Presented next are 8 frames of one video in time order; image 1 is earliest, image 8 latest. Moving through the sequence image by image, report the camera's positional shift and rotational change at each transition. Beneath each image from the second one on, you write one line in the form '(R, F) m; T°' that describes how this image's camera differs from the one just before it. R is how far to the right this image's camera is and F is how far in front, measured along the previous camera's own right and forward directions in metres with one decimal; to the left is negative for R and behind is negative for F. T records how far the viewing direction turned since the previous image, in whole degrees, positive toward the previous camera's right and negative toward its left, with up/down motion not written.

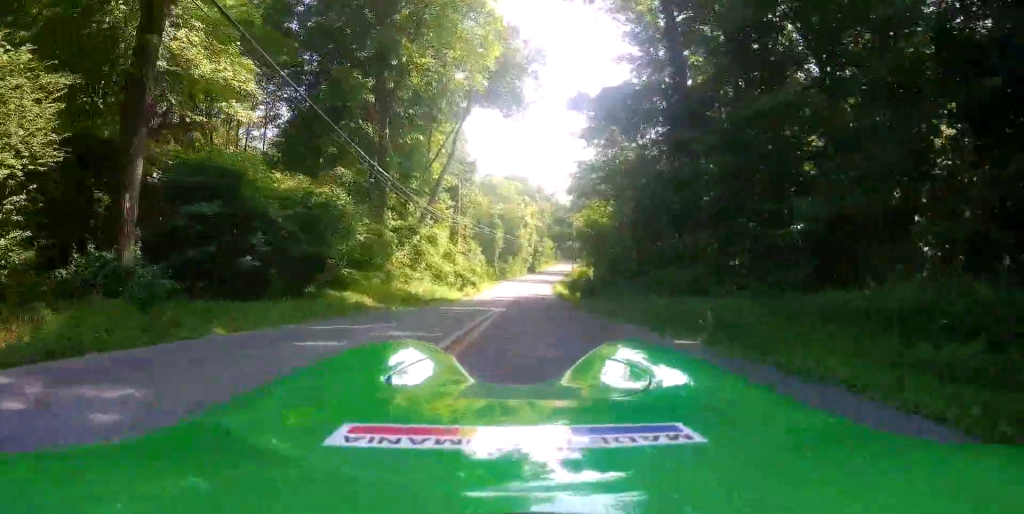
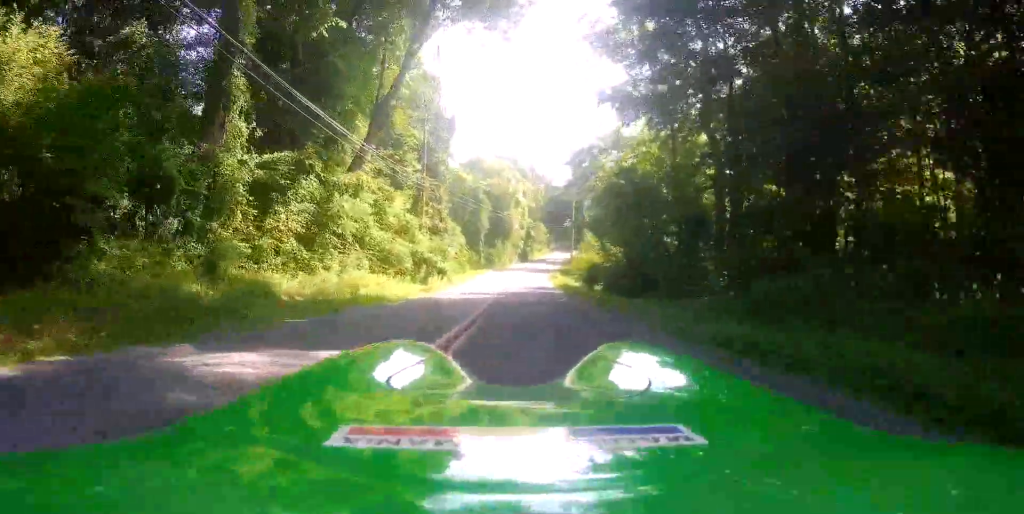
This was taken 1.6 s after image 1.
(0.0, +15.6) m; 0°
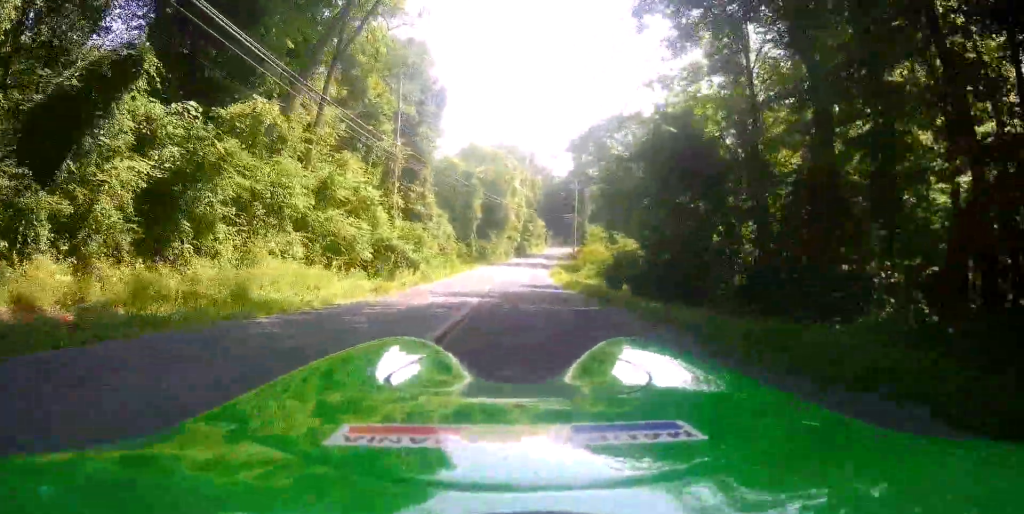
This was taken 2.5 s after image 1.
(0.0, +8.0) m; 0°
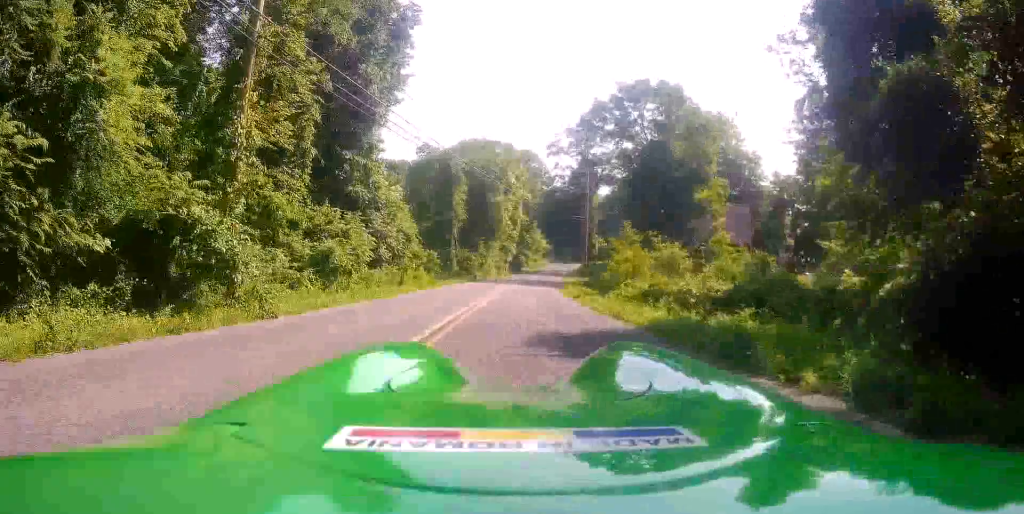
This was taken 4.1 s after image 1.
(0.0, +16.6) m; -1°
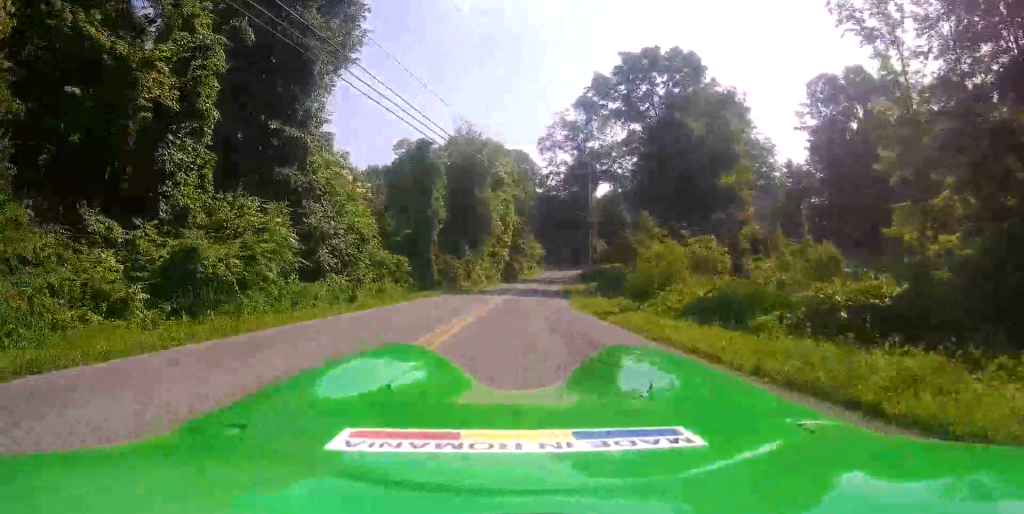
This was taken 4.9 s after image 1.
(-0.1, +8.1) m; -1°
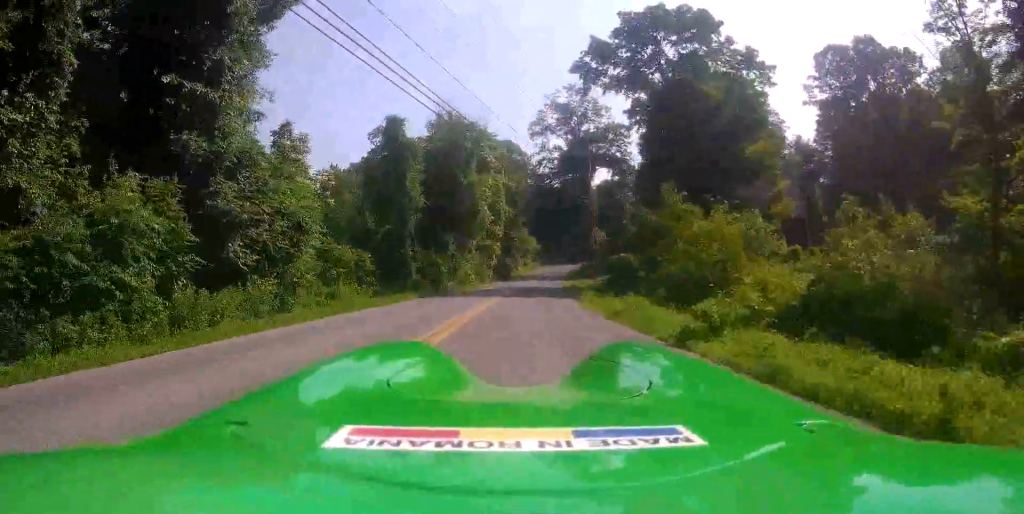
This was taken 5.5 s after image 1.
(-0.1, +6.4) m; -1°
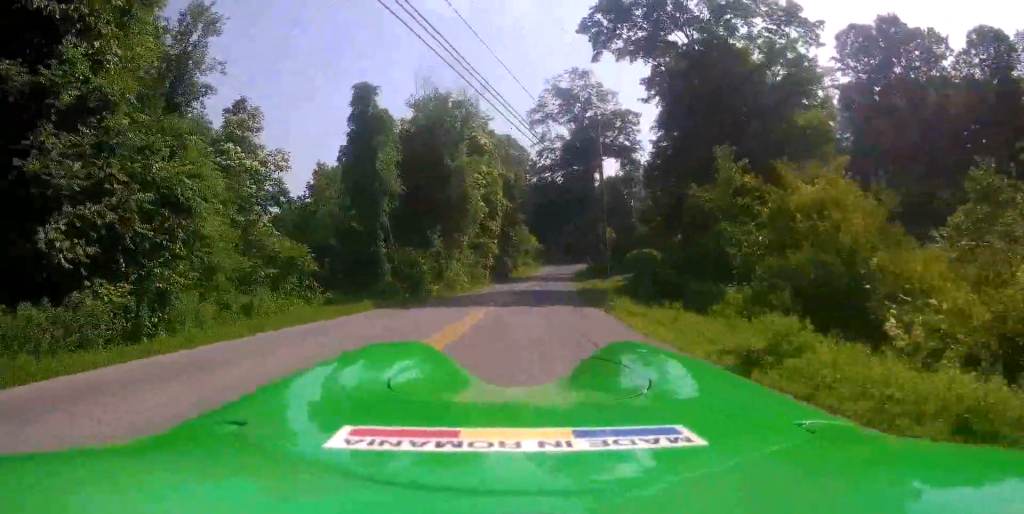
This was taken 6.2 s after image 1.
(0.0, +6.9) m; 0°
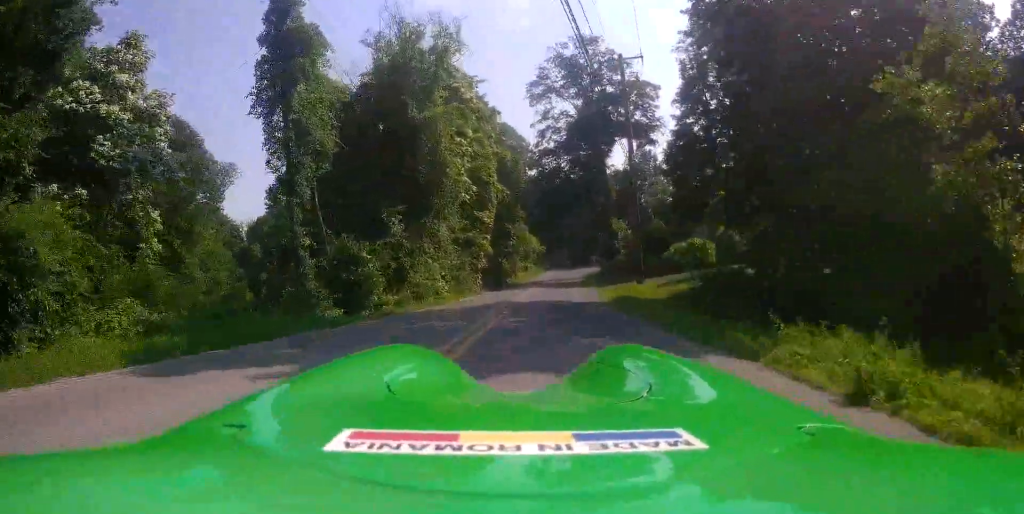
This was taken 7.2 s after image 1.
(0.0, +10.7) m; +1°
